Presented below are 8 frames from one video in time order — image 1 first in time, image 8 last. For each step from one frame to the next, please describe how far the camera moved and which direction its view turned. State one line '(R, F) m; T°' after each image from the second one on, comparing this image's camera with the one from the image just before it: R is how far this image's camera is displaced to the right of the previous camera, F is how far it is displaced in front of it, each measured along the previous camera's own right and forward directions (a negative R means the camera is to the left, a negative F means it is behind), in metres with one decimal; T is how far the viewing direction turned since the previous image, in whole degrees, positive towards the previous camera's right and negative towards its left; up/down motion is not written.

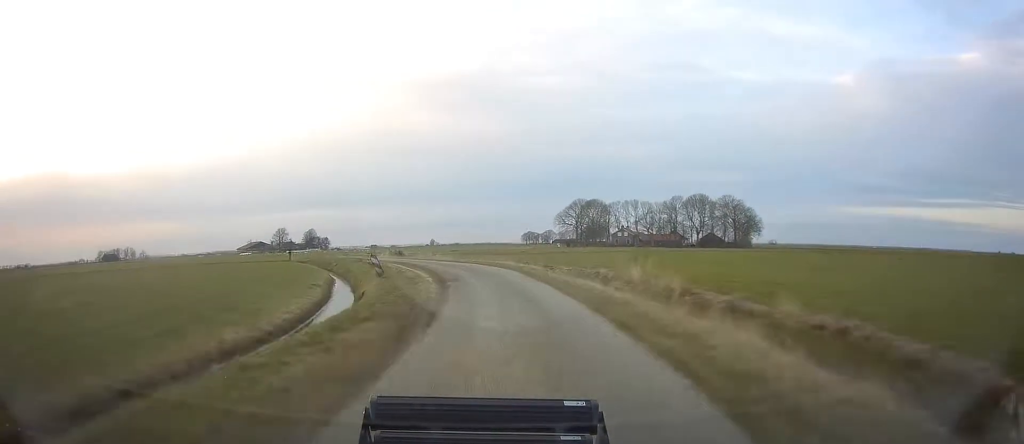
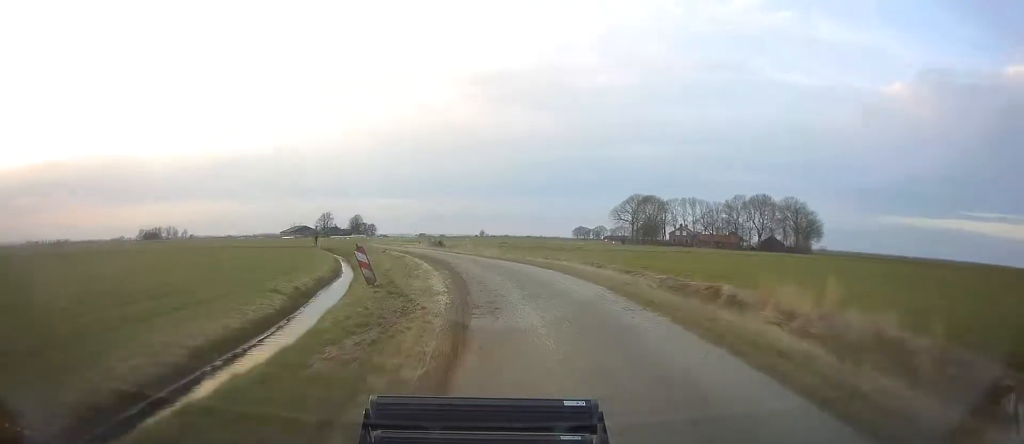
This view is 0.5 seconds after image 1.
(-0.3, +12.1) m; -4°
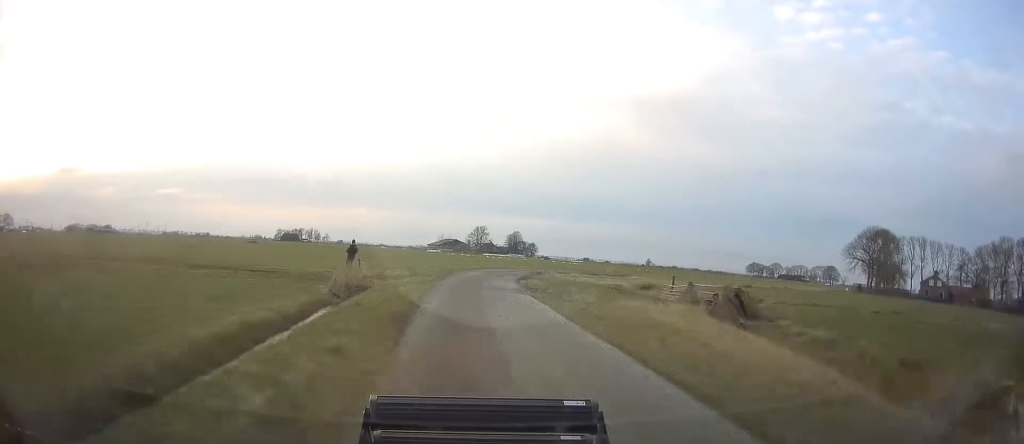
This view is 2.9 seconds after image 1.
(-8.7, +56.6) m; -14°
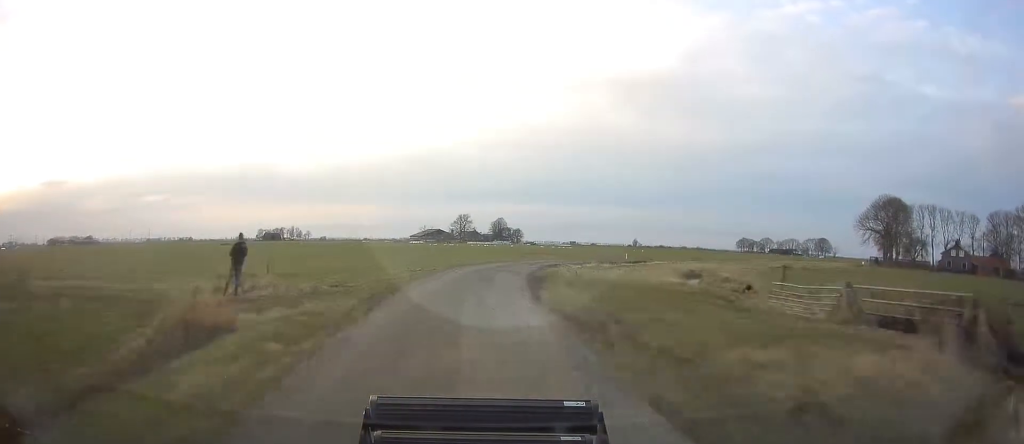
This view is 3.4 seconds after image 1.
(-0.4, +12.7) m; +2°
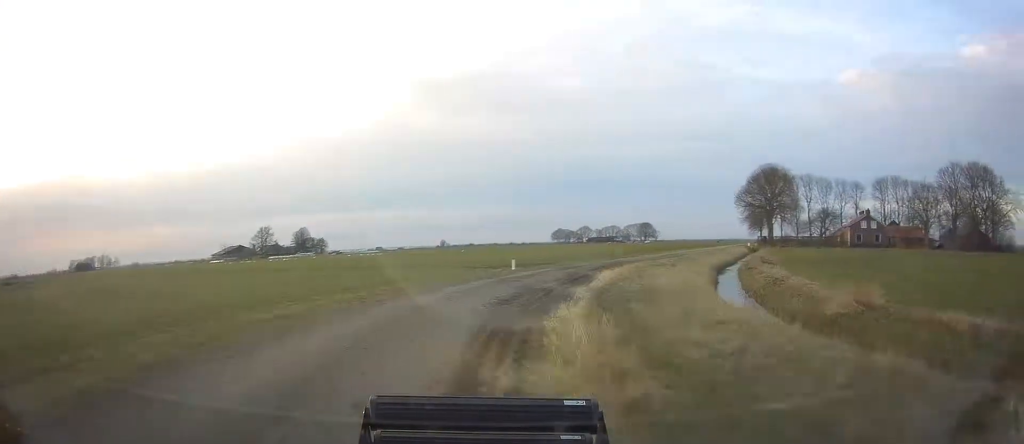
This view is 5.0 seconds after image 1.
(+3.0, +30.4) m; +16°
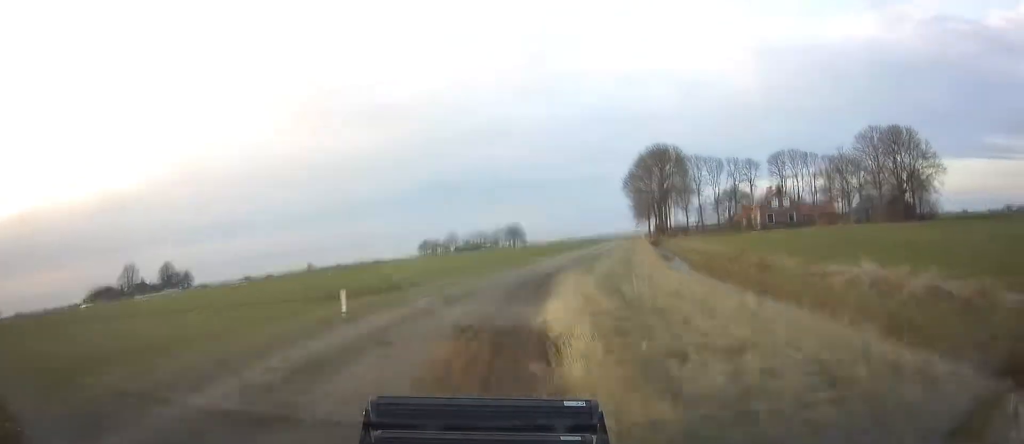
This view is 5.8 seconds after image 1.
(+1.3, +14.6) m; +11°
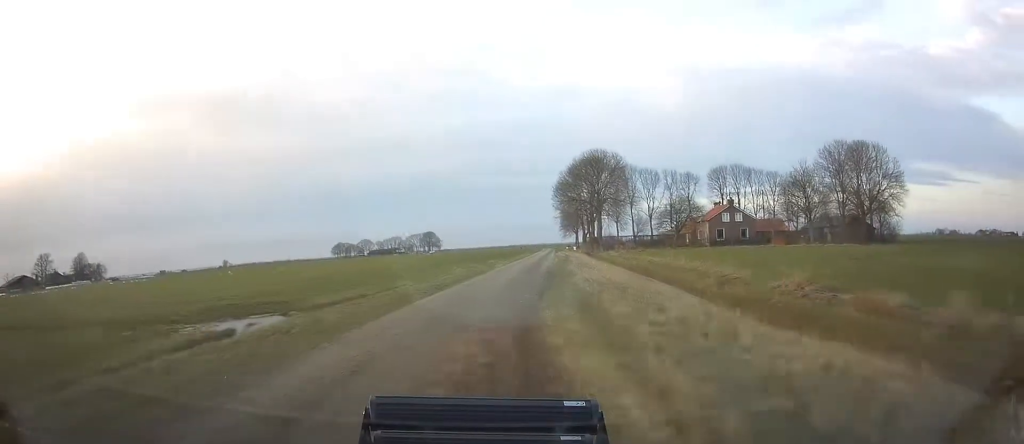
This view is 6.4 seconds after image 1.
(+1.2, +11.8) m; +7°
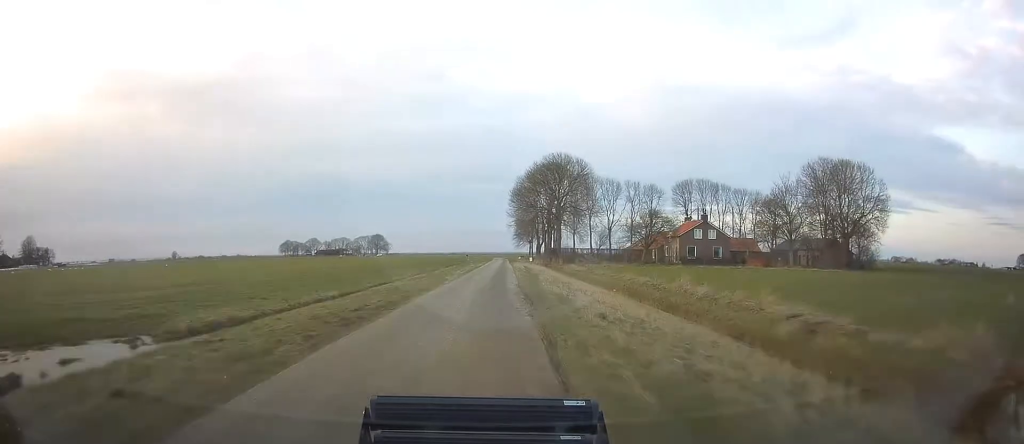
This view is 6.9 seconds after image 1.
(+0.2, +8.8) m; +4°
